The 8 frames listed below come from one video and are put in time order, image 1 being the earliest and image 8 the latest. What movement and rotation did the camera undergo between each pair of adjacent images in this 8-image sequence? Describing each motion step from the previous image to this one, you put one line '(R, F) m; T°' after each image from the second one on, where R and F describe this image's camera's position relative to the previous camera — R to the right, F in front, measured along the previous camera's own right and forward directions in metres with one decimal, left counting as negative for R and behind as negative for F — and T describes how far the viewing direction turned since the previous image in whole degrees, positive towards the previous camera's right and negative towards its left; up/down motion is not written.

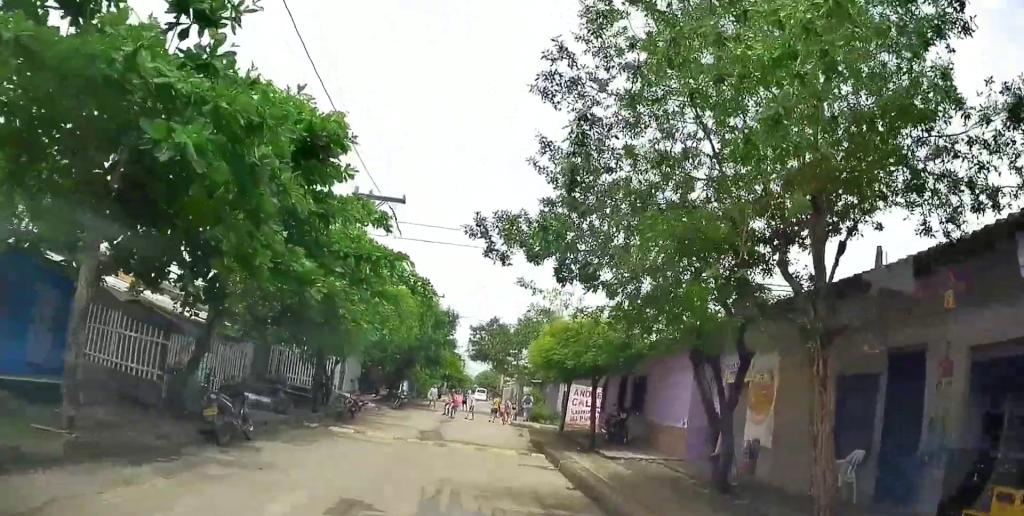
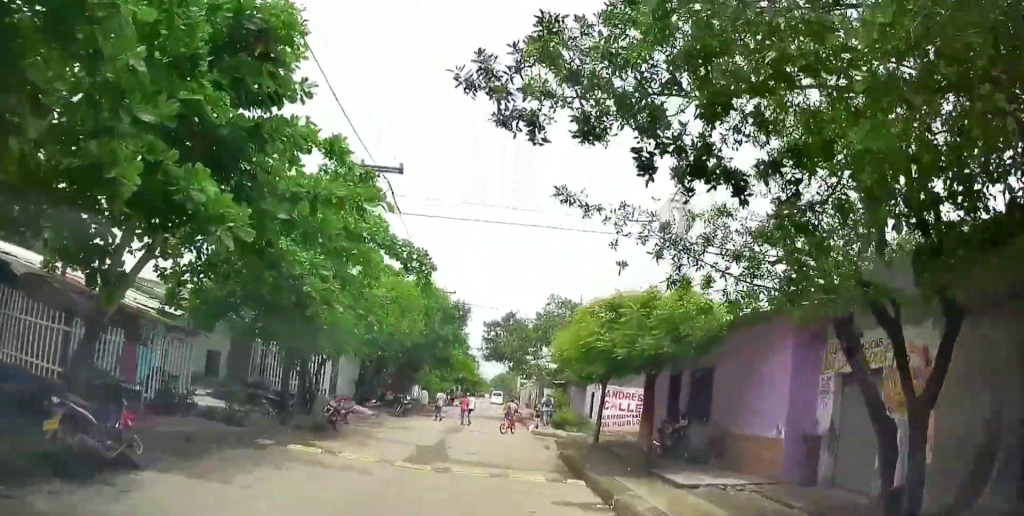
(+0.2, +4.0) m; +3°
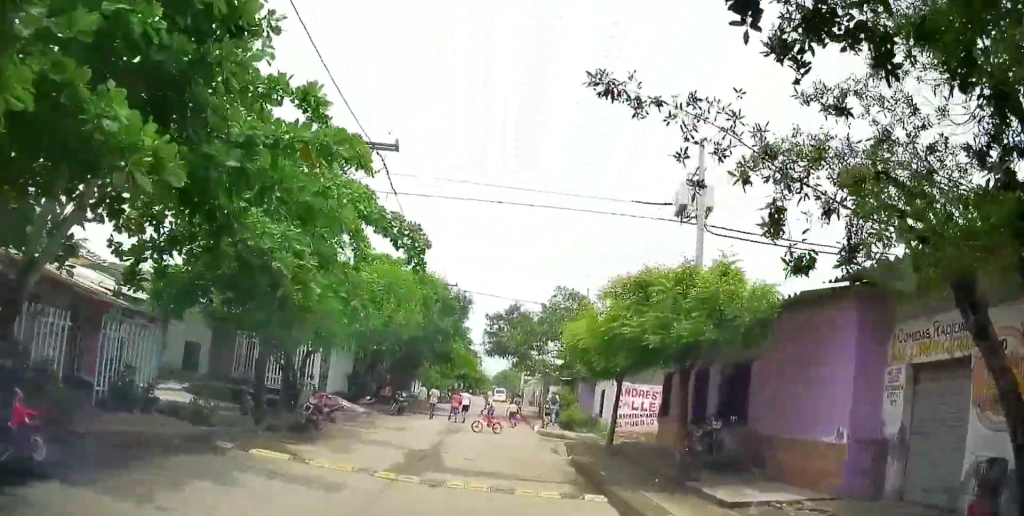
(0.0, +2.0) m; 0°
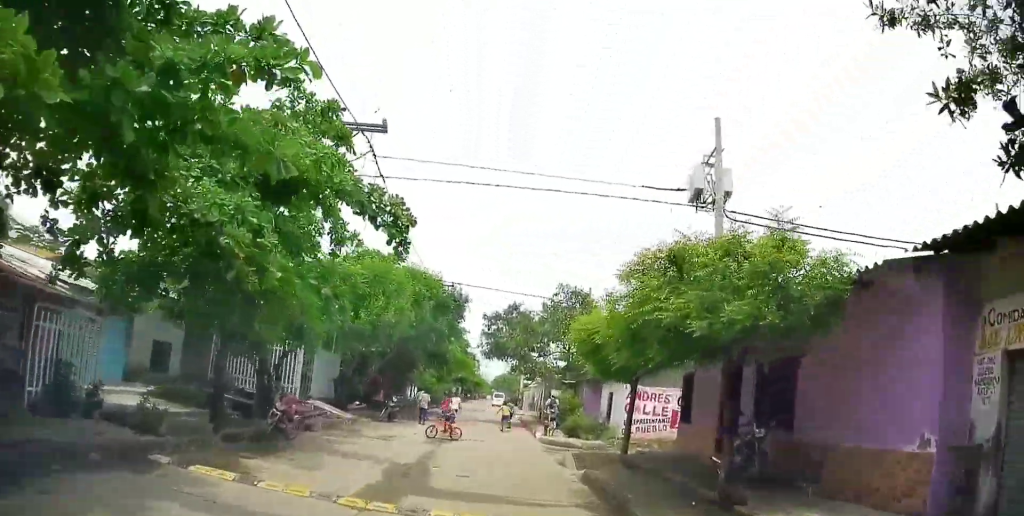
(0.0, +2.2) m; +2°
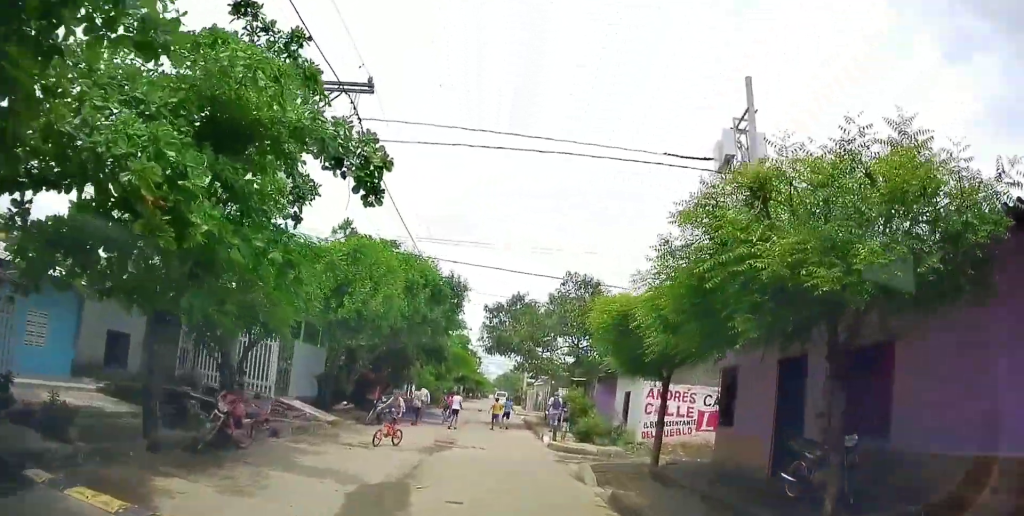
(-0.1, +3.0) m; +3°
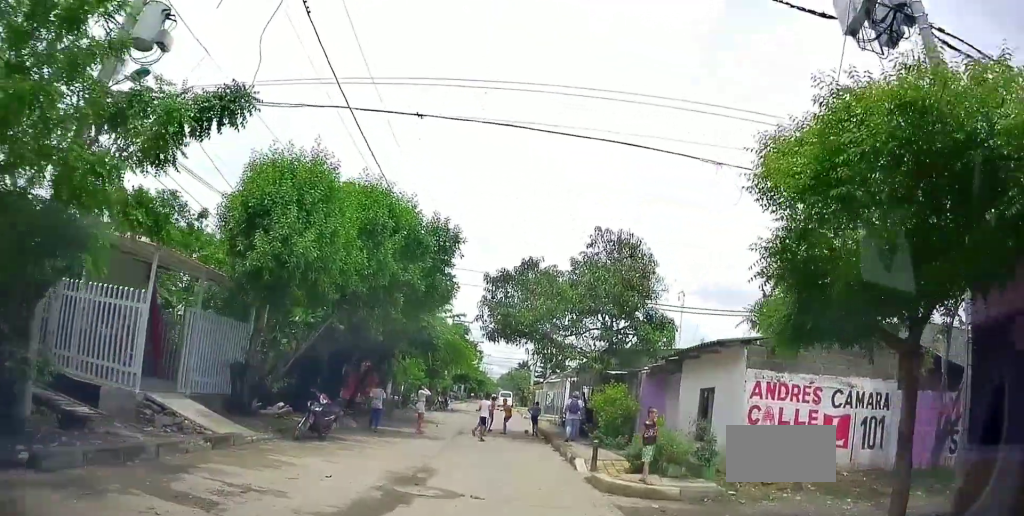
(-0.8, +8.9) m; -13°
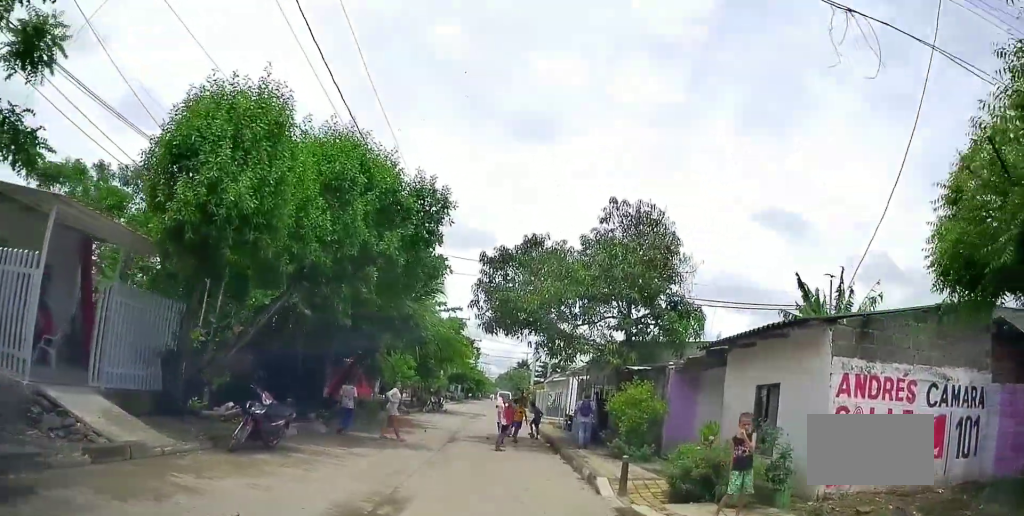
(+0.1, +2.9) m; -3°
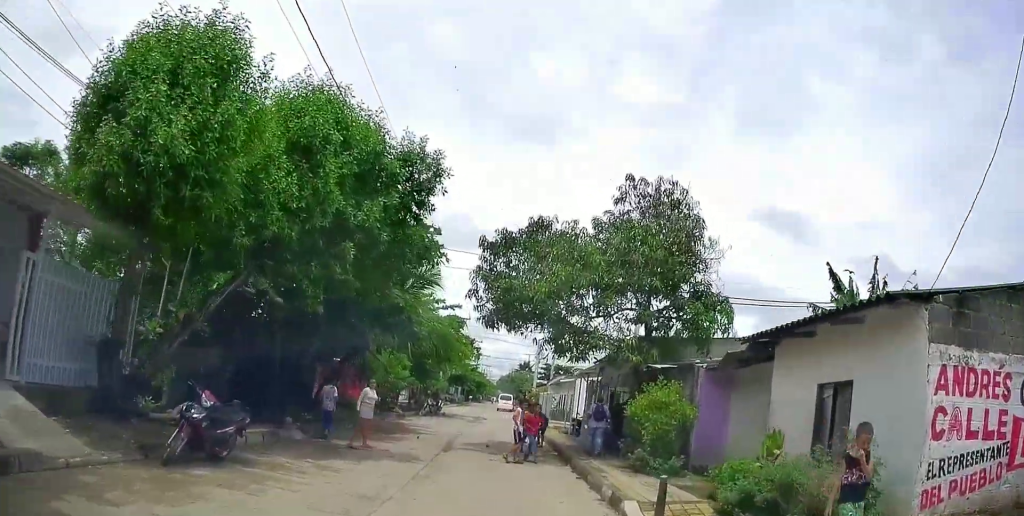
(-0.2, +1.8) m; -3°
